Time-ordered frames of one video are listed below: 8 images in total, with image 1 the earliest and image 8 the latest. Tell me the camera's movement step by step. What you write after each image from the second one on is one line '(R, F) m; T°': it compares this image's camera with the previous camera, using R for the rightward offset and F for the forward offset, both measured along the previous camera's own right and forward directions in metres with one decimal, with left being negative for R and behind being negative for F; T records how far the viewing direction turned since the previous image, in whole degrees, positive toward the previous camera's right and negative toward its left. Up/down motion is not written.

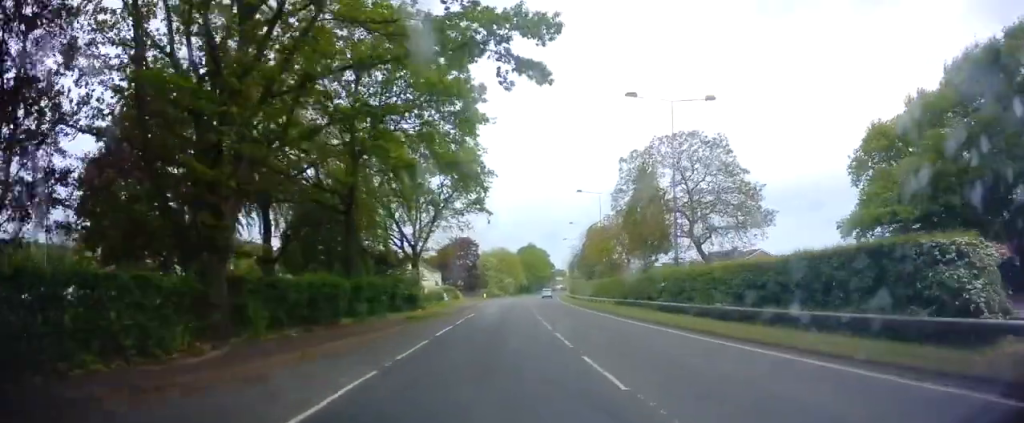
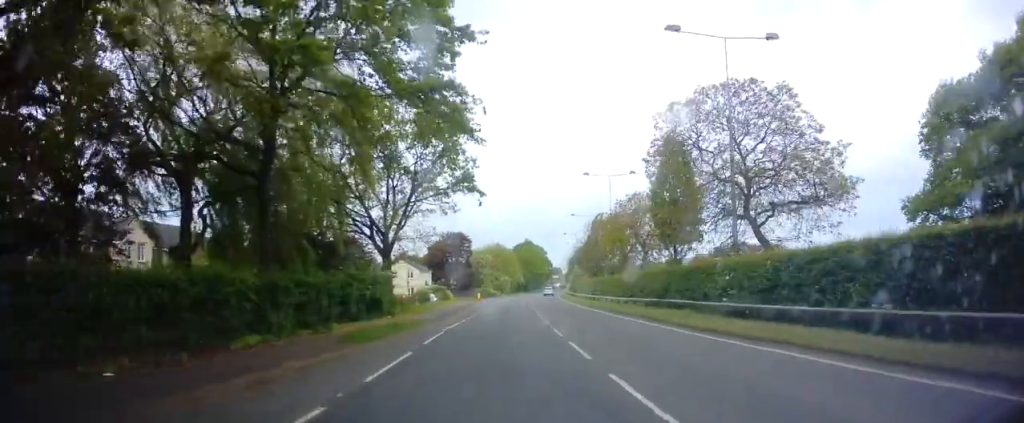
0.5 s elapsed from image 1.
(+0.1, +8.6) m; +1°
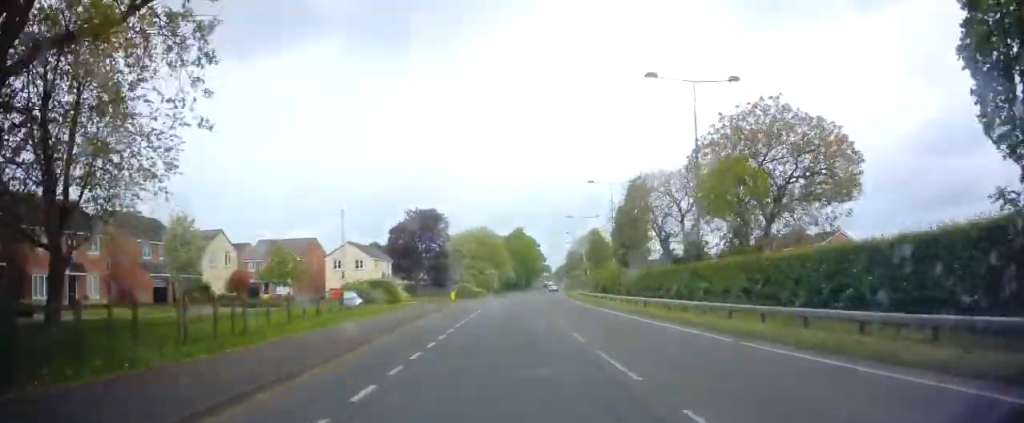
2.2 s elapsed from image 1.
(+0.7, +26.4) m; +2°
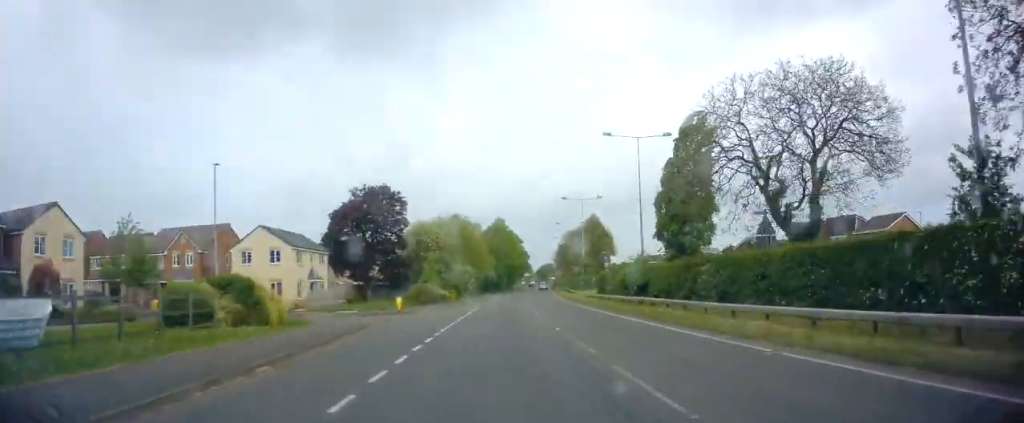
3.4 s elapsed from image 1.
(-0.4, +20.0) m; +2°
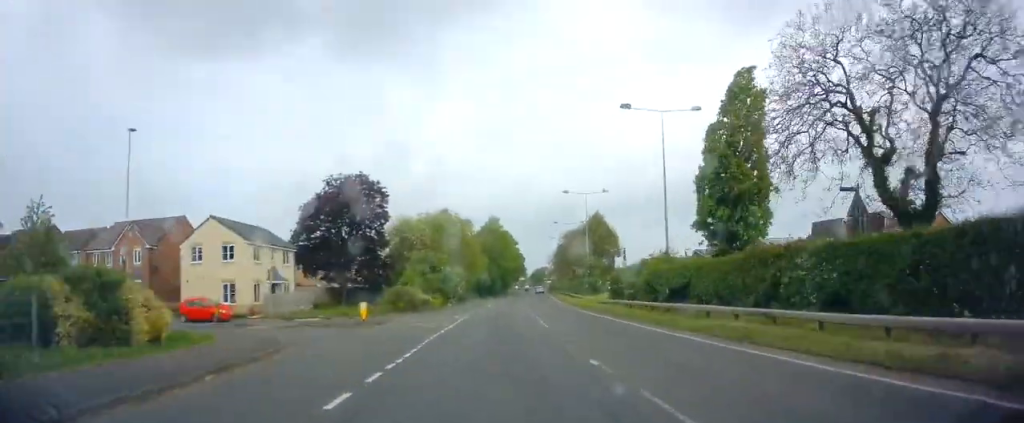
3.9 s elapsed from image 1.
(+0.5, +7.8) m; +1°
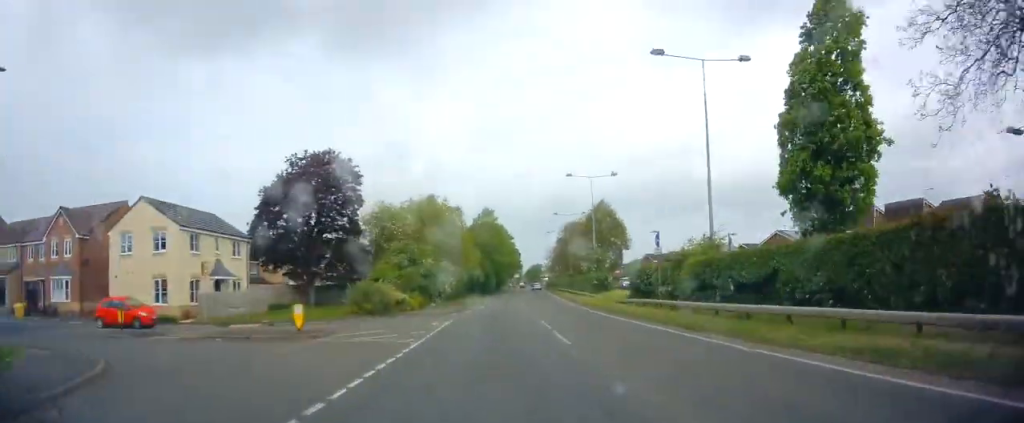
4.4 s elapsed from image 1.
(+0.4, +8.3) m; +1°
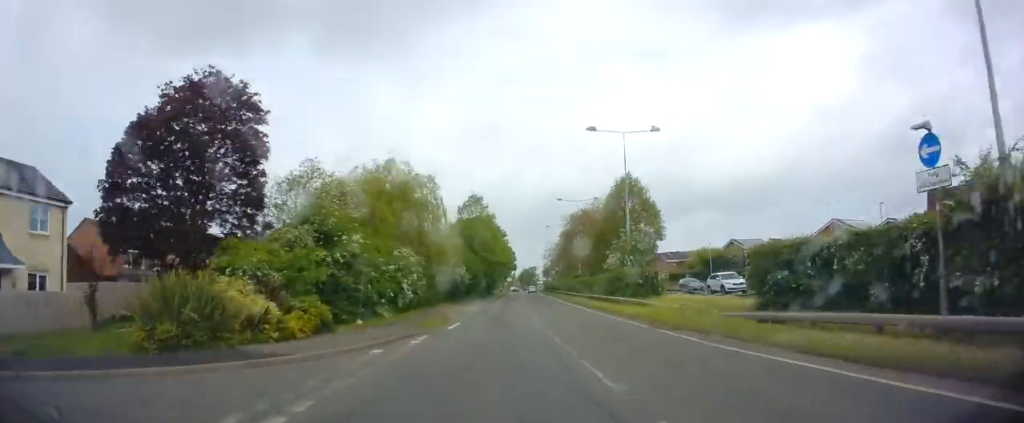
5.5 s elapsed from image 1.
(-0.5, +18.3) m; 0°
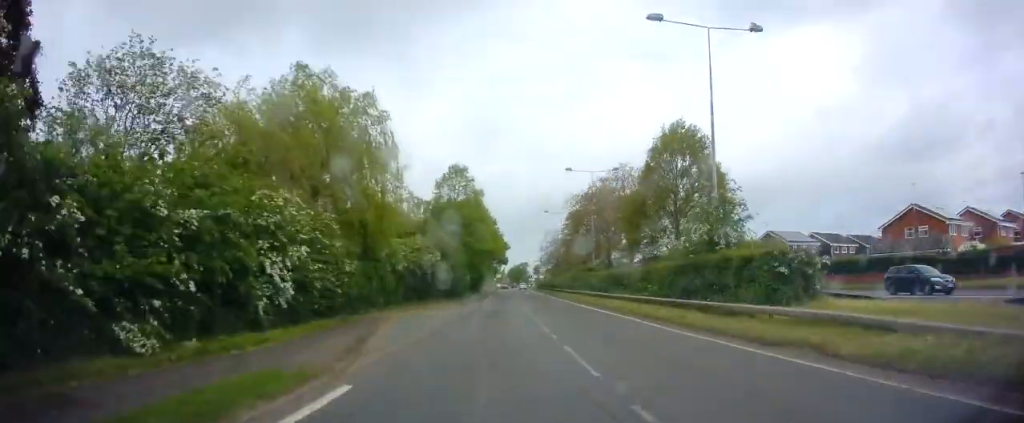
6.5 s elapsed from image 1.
(+0.6, +17.9) m; +2°
